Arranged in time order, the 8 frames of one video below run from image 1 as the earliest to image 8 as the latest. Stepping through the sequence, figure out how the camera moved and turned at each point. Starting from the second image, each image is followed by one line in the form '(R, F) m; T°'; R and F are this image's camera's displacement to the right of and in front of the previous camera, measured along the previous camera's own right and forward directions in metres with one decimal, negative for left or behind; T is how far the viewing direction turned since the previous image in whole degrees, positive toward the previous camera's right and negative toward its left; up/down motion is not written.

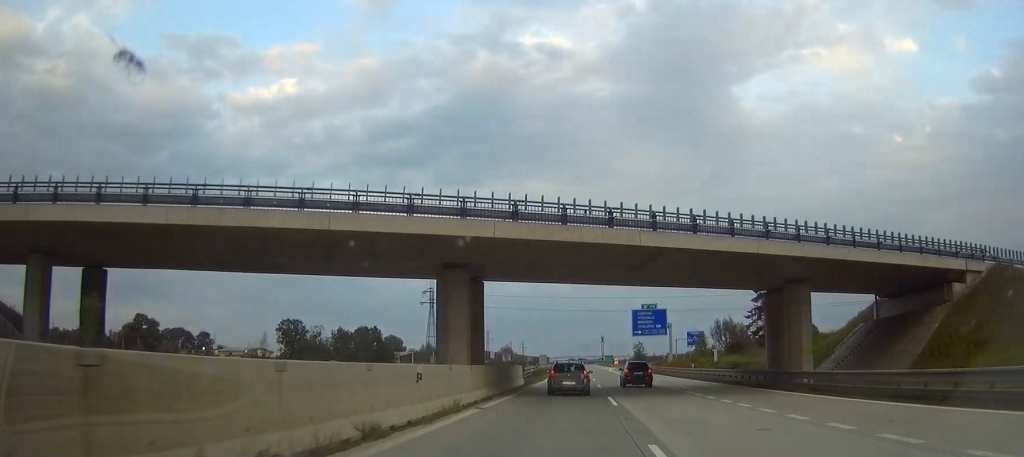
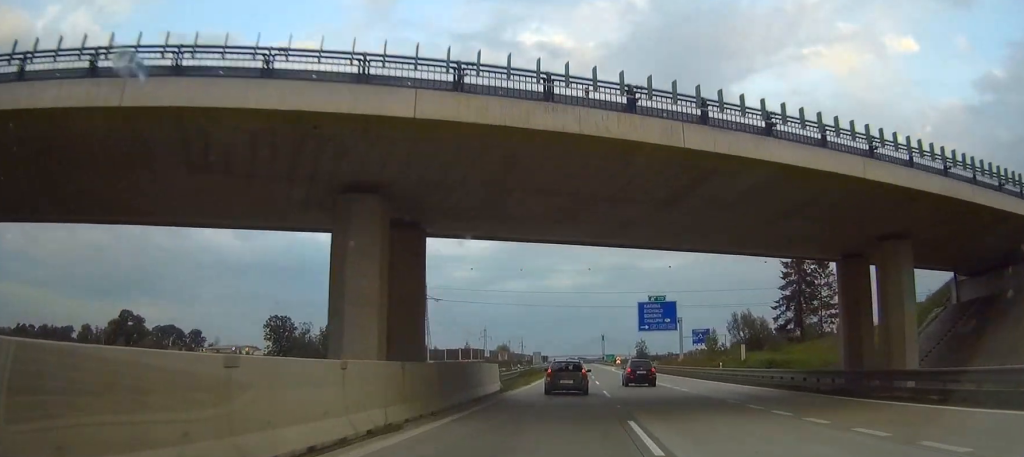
(0.0, +13.5) m; 0°
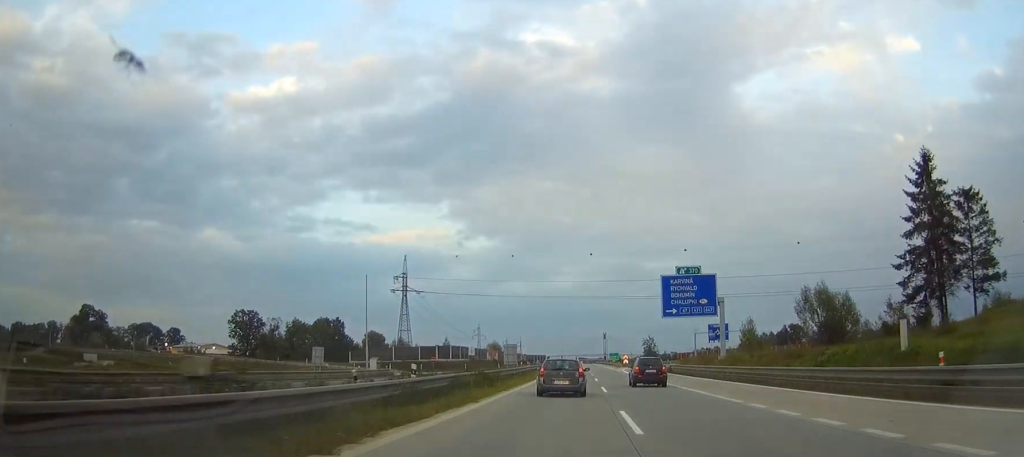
(-0.1, +33.5) m; 0°
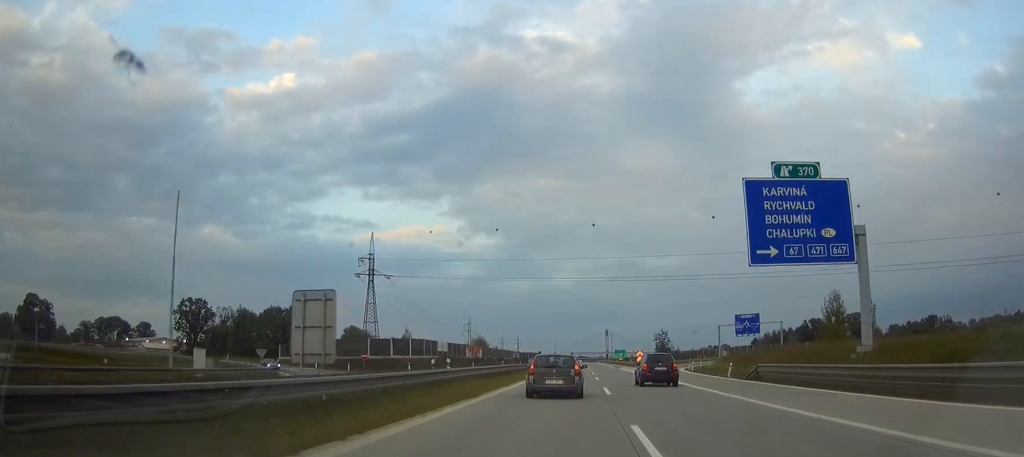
(0.0, +41.8) m; 0°
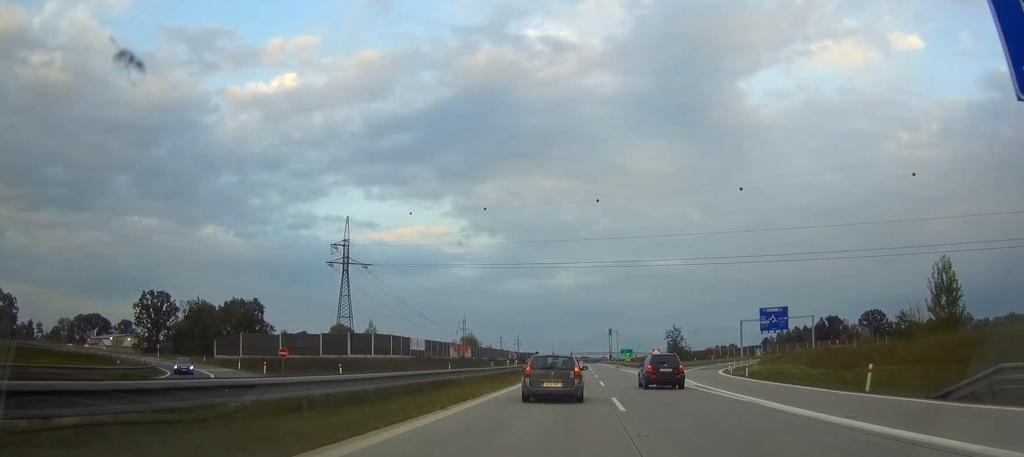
(0.0, +26.0) m; 0°
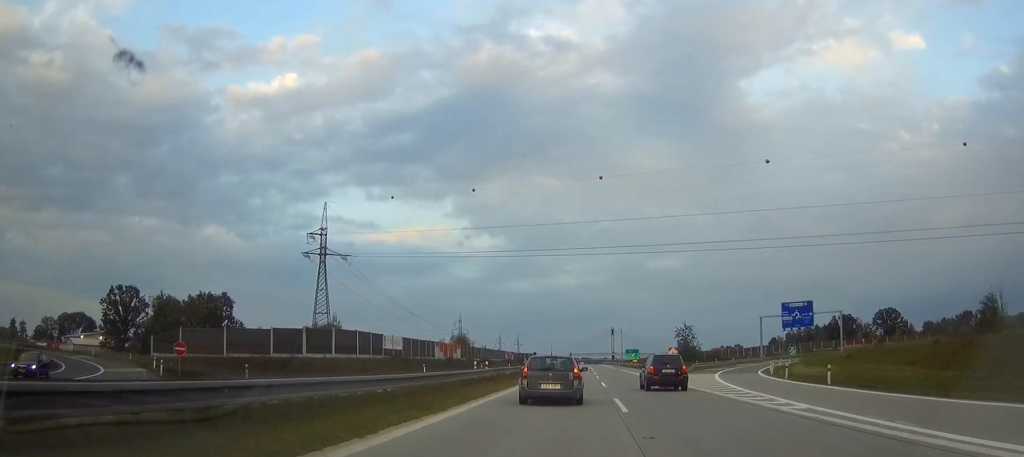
(0.0, +18.7) m; 0°
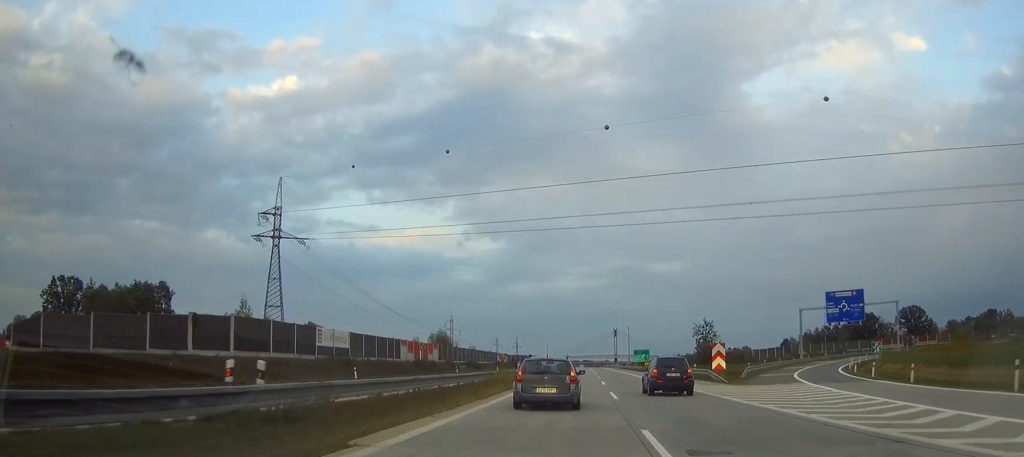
(-0.1, +29.6) m; 0°
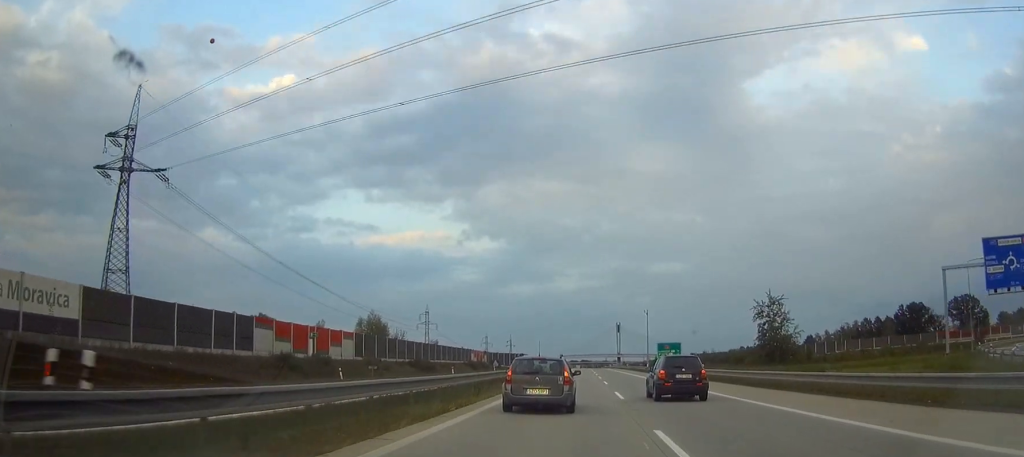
(-0.1, +55.0) m; 0°
